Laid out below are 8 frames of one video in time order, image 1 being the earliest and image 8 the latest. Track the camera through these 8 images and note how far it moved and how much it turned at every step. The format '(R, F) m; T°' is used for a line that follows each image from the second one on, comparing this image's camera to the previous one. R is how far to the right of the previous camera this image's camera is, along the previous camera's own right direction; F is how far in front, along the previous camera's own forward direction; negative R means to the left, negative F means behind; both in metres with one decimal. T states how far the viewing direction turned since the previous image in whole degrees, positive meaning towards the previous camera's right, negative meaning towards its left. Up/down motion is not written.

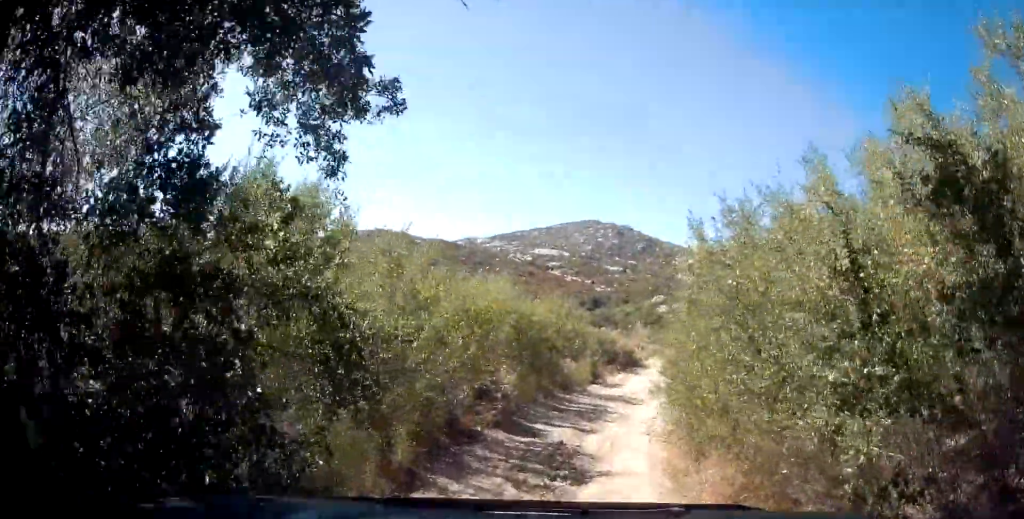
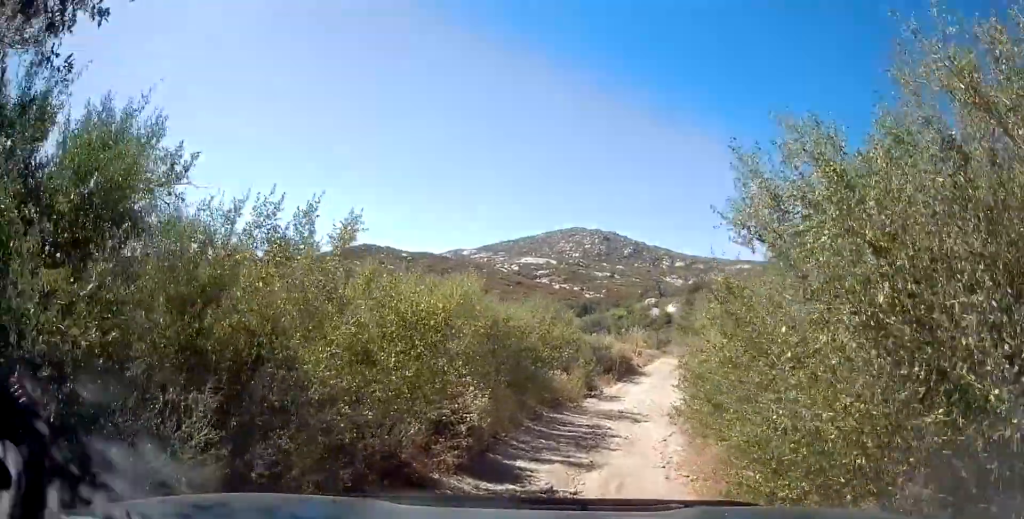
(-0.3, +3.0) m; +2°
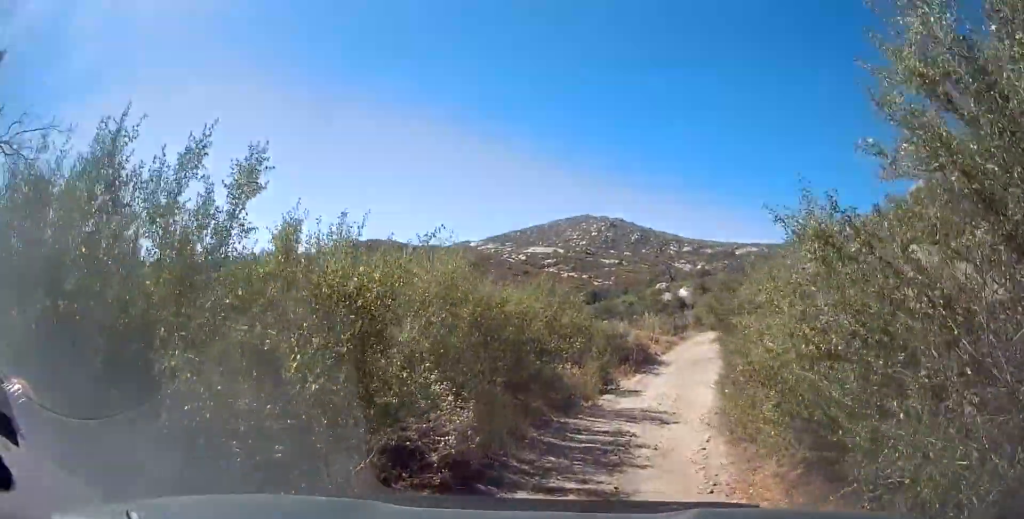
(+0.3, +1.5) m; +3°
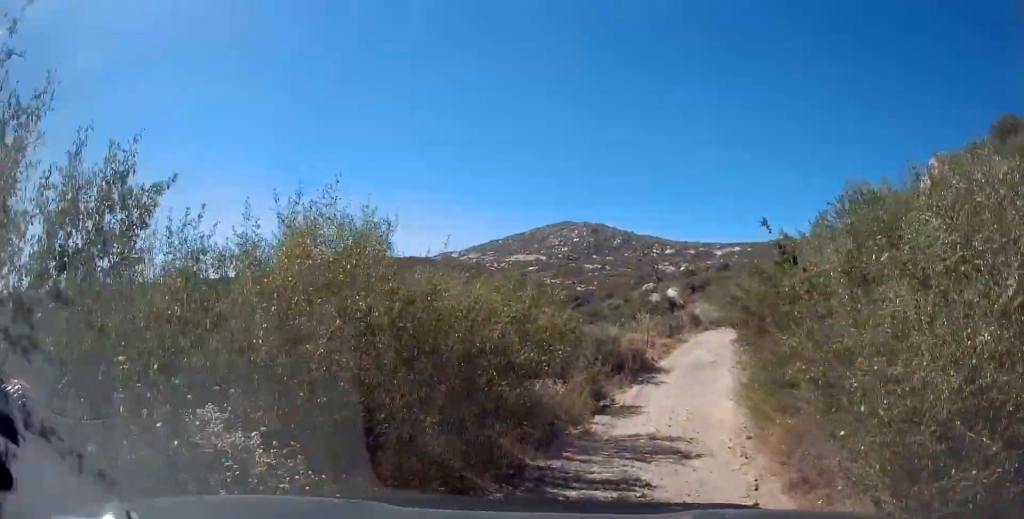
(+0.2, +2.3) m; +2°
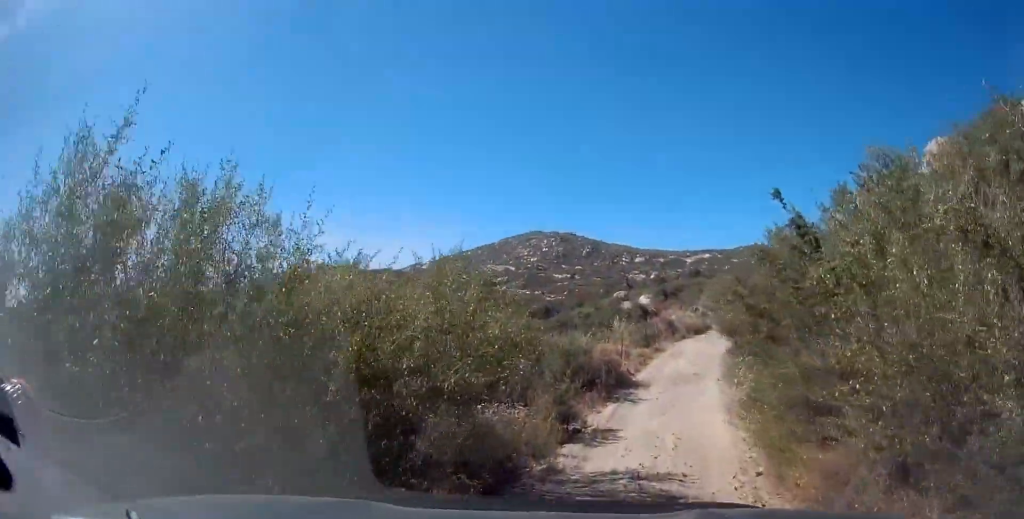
(-0.1, +1.6) m; -2°
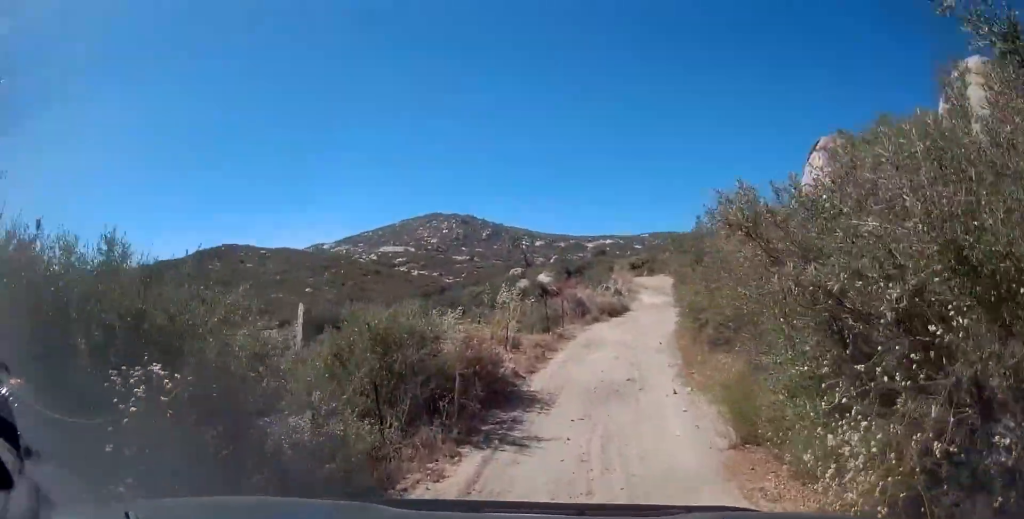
(+0.2, +7.3) m; +9°
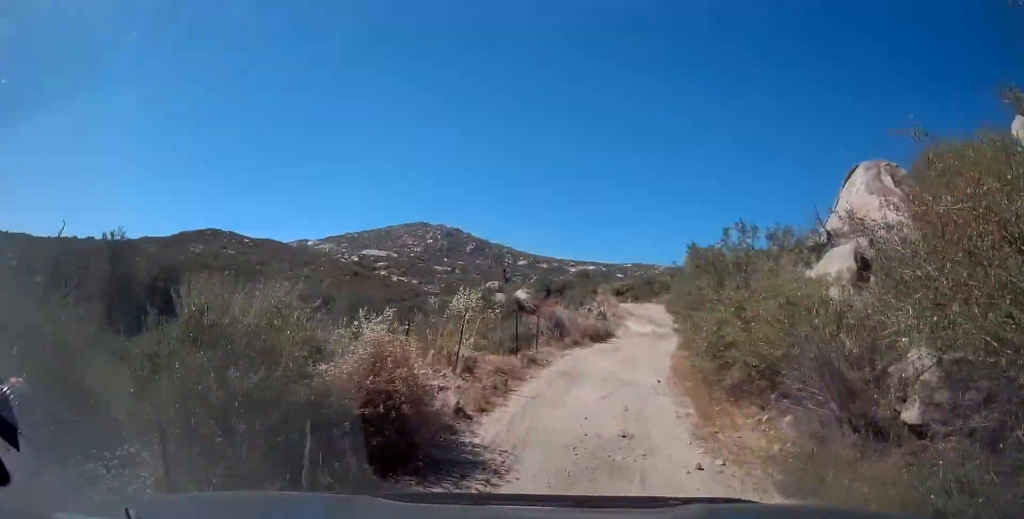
(+0.6, +3.6) m; +2°
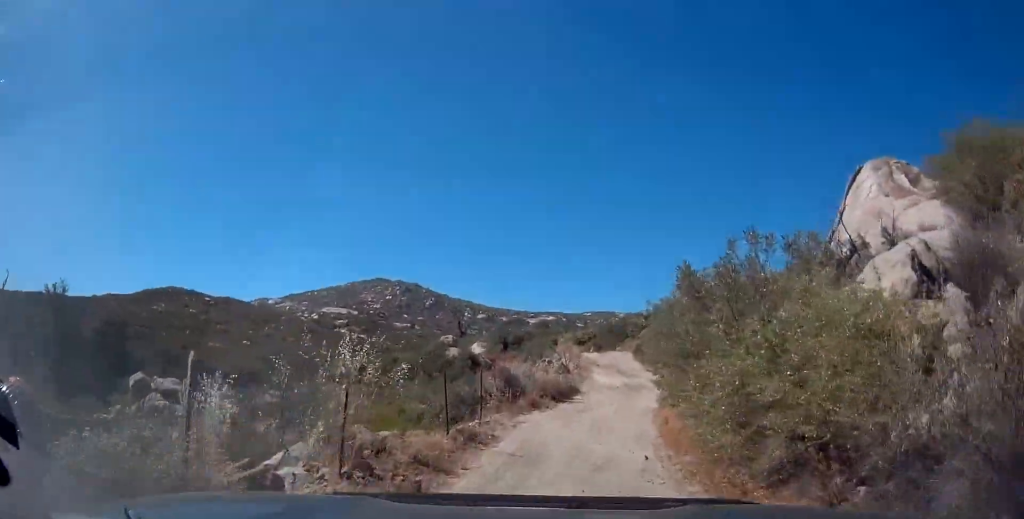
(-0.3, +3.7) m; +1°
